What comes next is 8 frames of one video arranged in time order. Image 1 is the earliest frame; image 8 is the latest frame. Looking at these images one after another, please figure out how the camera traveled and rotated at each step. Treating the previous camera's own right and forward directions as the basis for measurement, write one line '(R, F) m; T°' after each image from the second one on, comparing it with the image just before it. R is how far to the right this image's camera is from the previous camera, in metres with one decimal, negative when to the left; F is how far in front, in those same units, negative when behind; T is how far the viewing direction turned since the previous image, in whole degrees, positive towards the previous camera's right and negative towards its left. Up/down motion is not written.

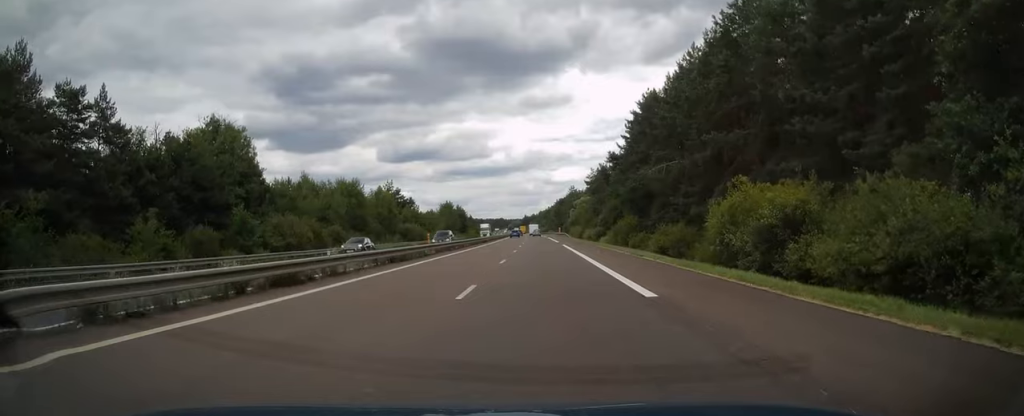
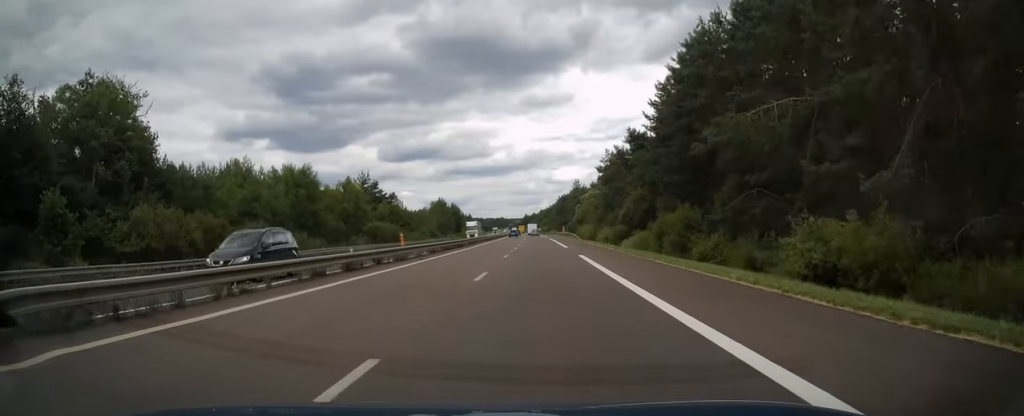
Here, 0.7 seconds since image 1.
(-0.2, +21.6) m; 0°
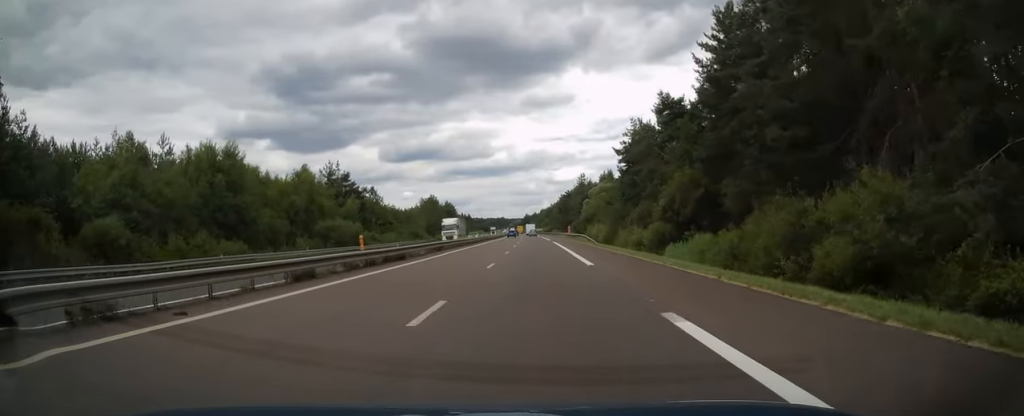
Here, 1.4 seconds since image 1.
(0.0, +20.6) m; 0°
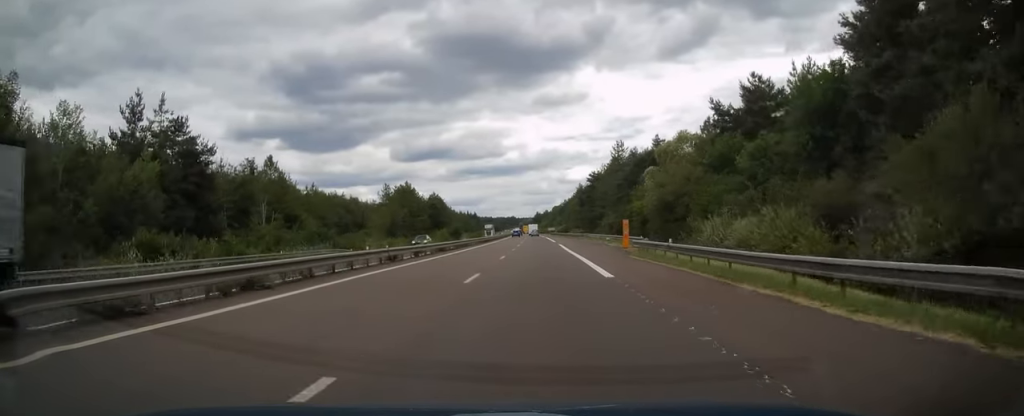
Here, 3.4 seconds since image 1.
(-0.3, +57.9) m; -1°
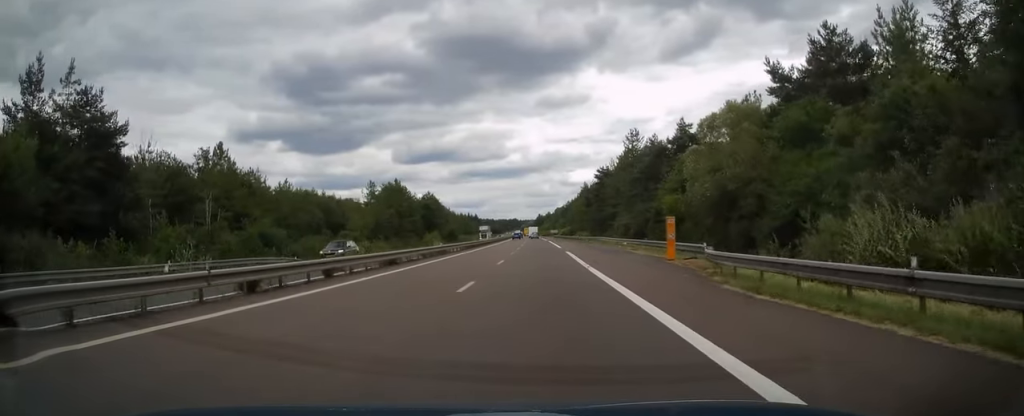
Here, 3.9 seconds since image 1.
(0.0, +14.3) m; 0°
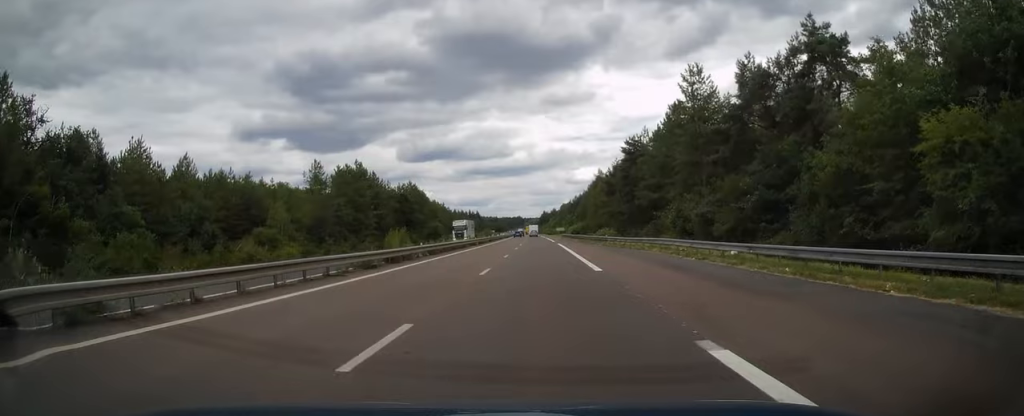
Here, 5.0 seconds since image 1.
(-0.3, +34.4) m; -1°
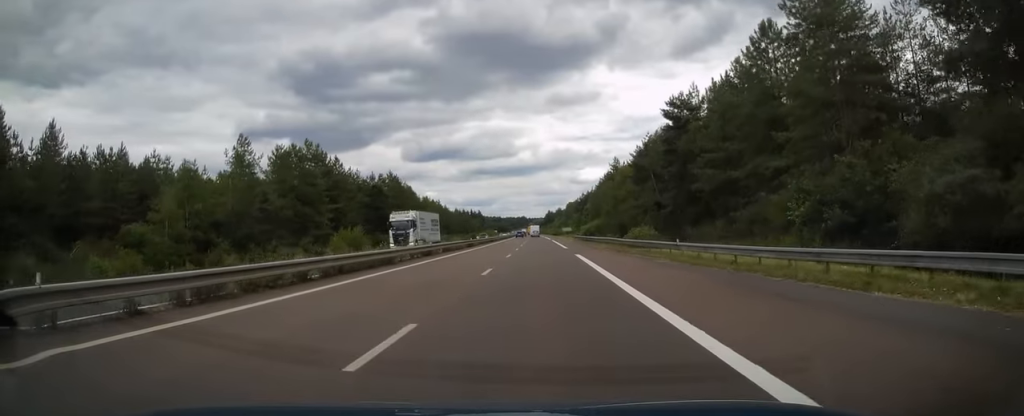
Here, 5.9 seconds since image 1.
(-0.2, +26.0) m; 0°
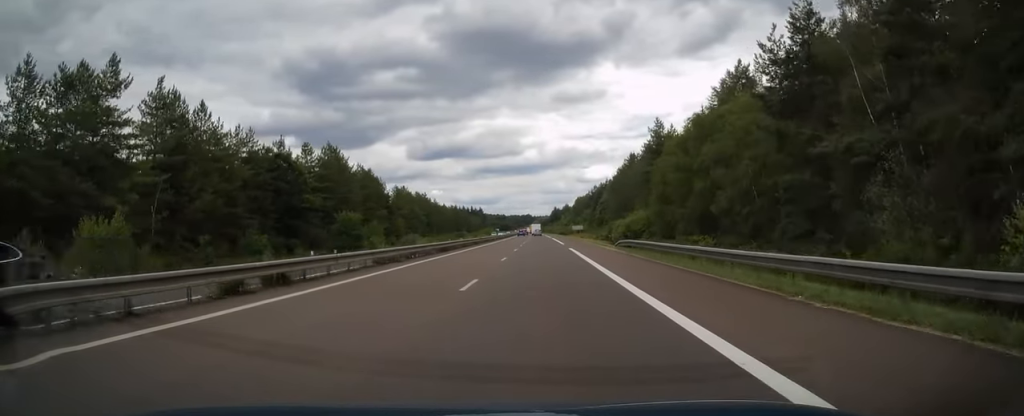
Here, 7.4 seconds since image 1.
(-0.1, +44.2) m; -1°
